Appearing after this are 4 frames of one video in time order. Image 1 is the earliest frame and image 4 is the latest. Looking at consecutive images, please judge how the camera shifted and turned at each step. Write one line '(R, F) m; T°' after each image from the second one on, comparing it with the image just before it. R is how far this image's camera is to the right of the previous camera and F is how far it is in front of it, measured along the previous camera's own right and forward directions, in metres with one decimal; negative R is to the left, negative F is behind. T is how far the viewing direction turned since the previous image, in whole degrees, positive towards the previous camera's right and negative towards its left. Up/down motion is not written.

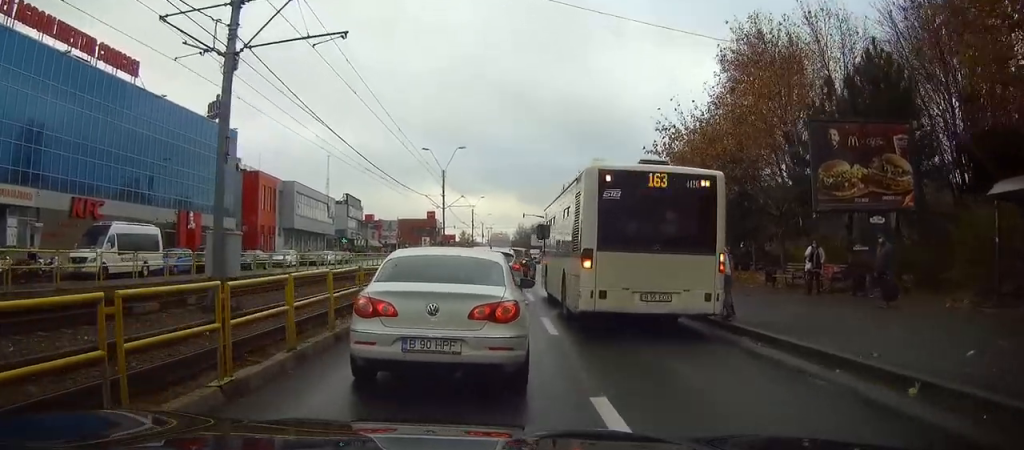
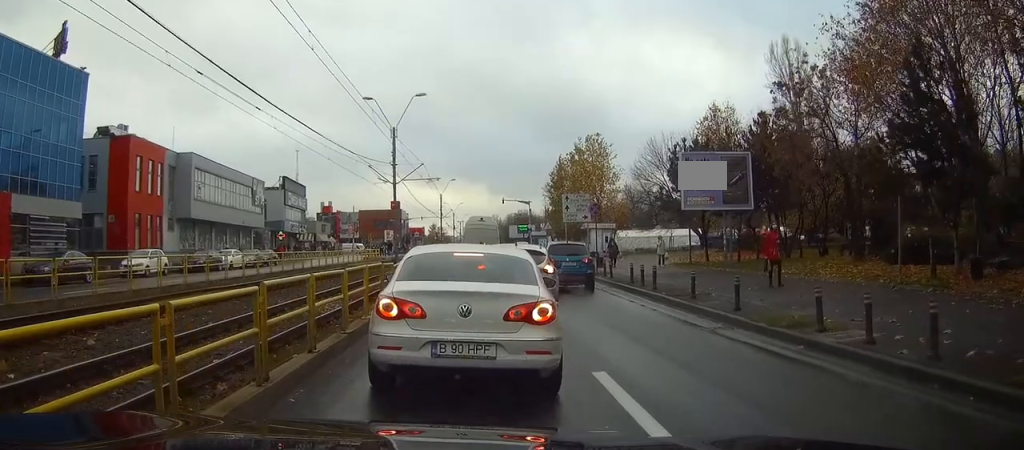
(+1.9, +24.3) m; +7°
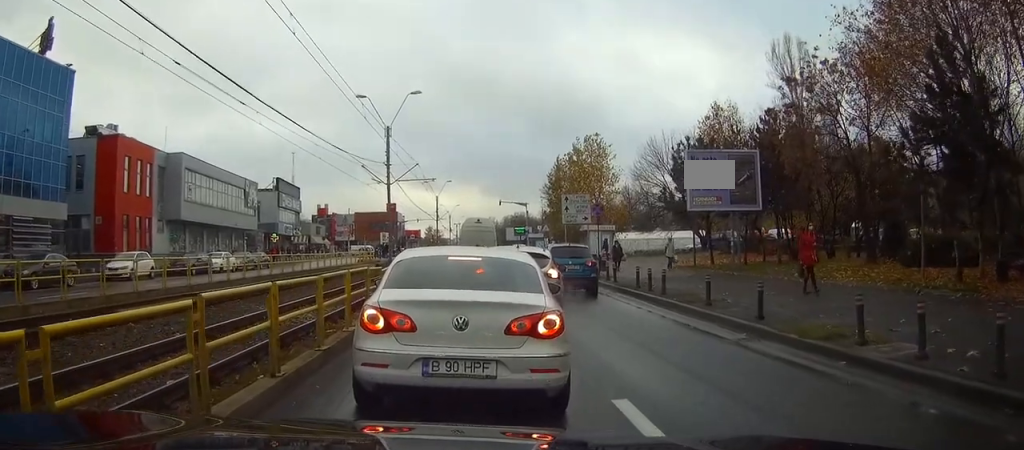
(0.0, +2.4) m; +3°
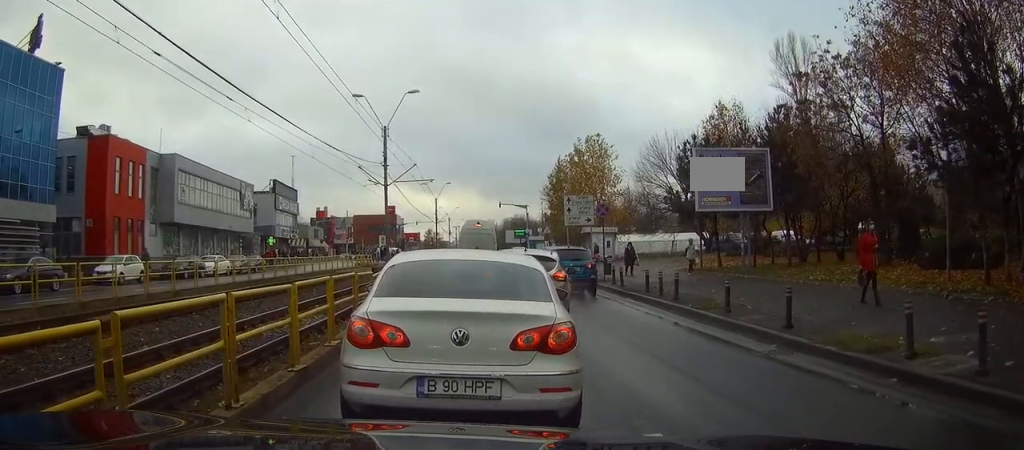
(+0.3, +1.8) m; 0°
